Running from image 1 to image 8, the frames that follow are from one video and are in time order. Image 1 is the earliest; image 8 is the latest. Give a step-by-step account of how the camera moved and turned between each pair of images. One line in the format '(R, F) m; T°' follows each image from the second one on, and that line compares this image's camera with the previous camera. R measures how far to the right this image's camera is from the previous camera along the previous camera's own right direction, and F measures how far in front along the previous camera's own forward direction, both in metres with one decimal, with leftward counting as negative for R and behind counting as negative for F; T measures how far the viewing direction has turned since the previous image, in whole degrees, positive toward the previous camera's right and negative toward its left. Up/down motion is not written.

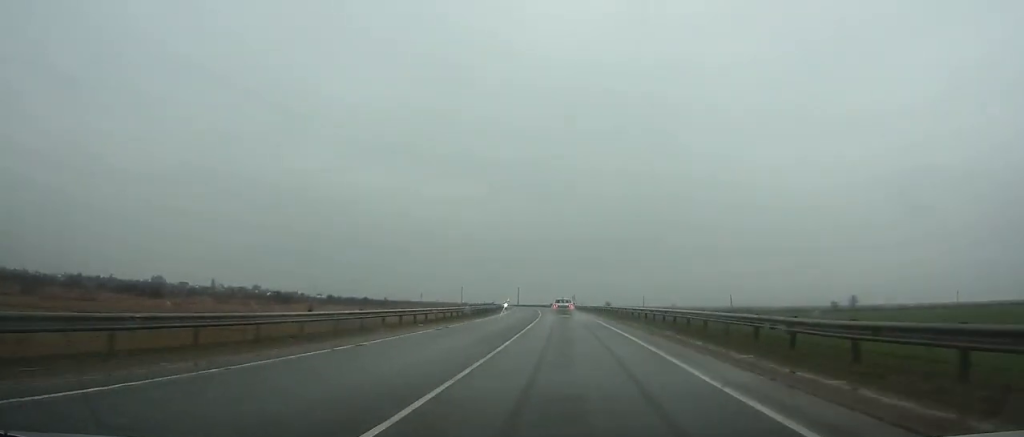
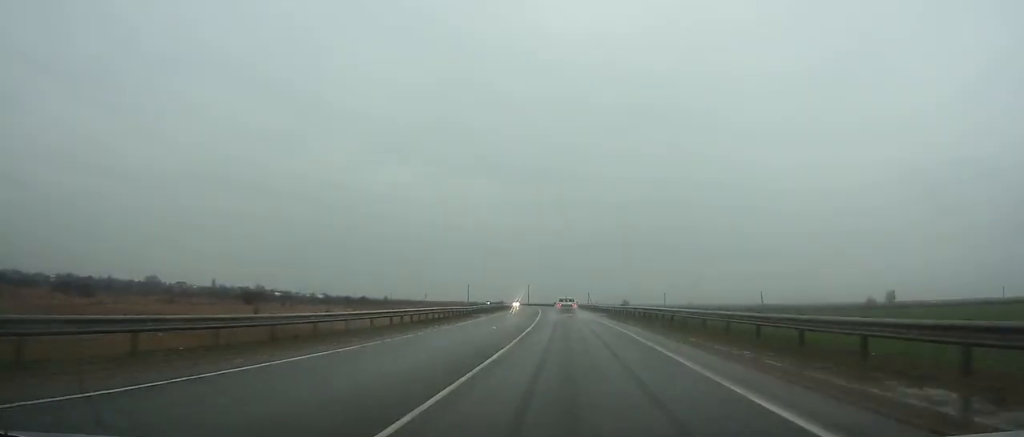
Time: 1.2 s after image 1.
(0.0, +26.7) m; -1°
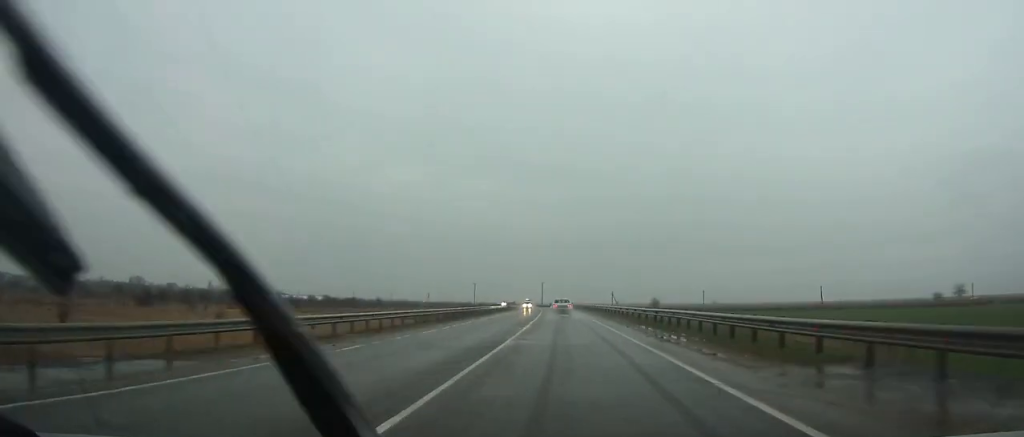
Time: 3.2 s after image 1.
(-1.0, +45.2) m; -2°
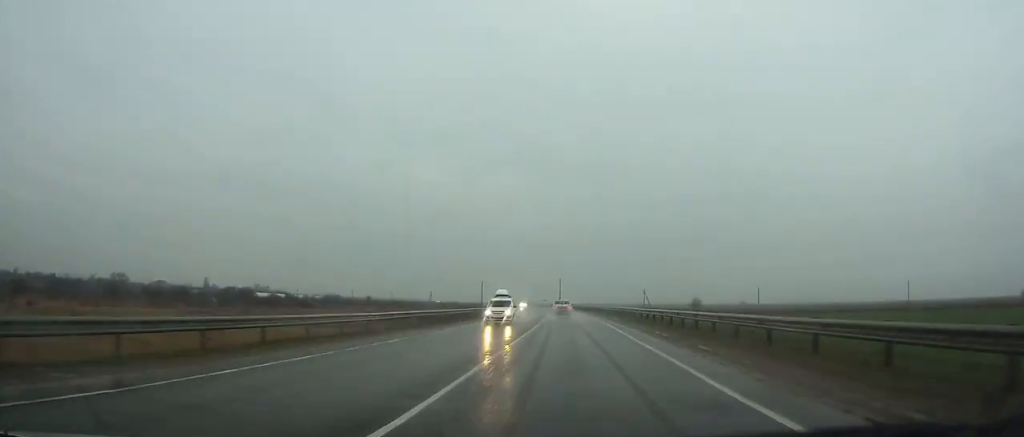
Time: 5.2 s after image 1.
(-0.7, +45.7) m; -2°
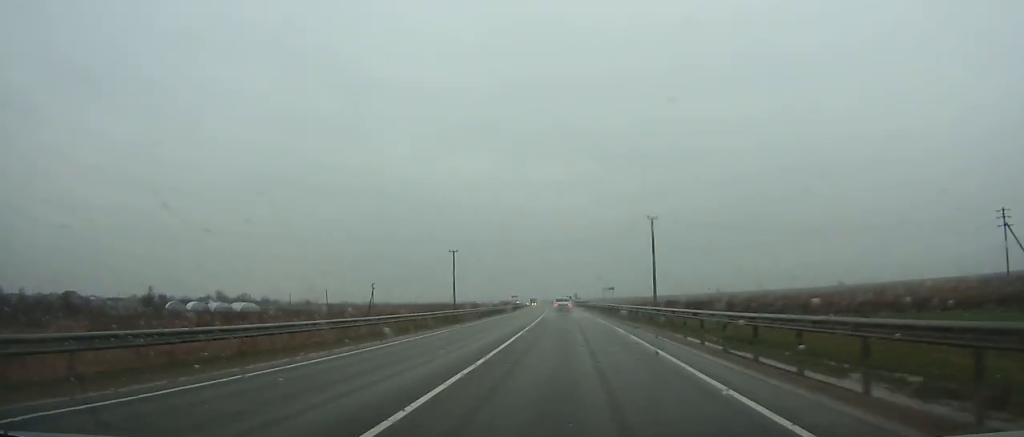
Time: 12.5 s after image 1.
(-9.7, +170.1) m; -6°
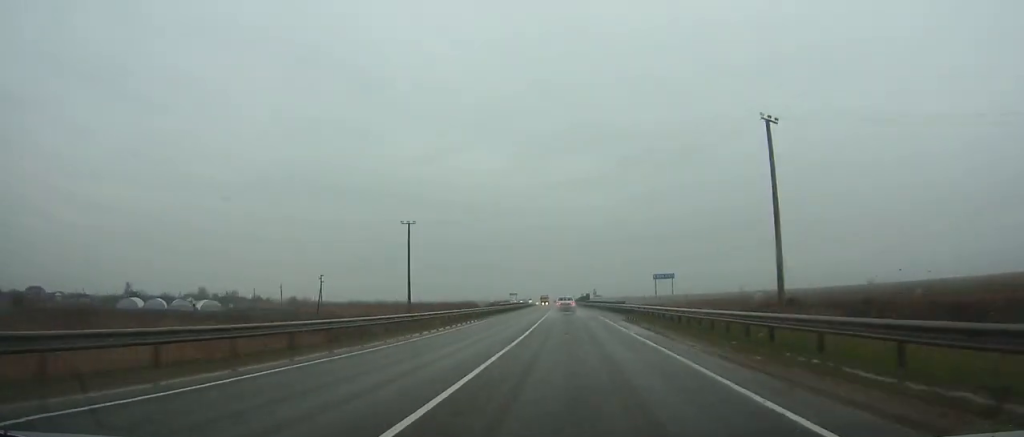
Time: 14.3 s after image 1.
(-0.4, +42.4) m; -1°
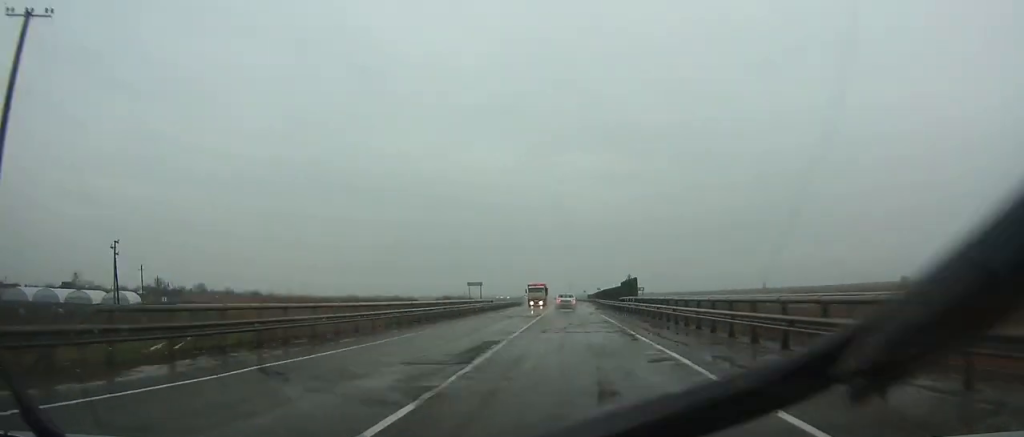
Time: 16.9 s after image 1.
(-0.5, +60.9) m; -1°
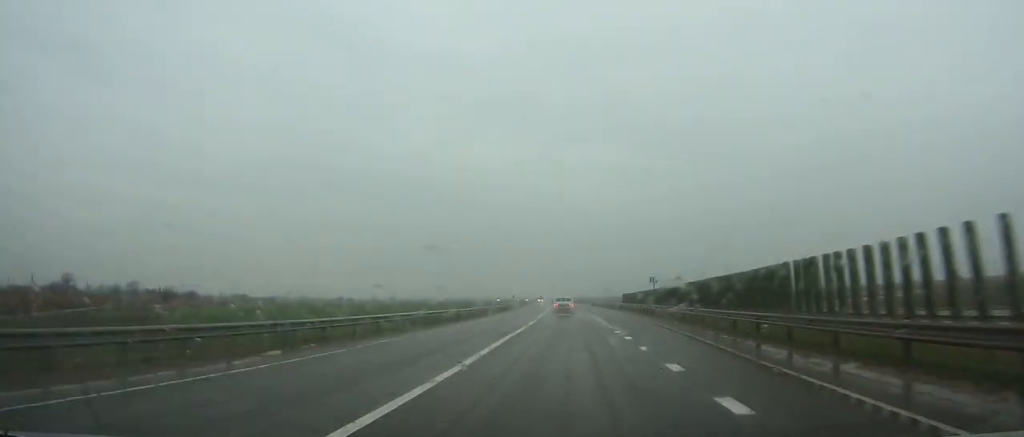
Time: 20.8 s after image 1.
(-1.2, +90.0) m; -2°
